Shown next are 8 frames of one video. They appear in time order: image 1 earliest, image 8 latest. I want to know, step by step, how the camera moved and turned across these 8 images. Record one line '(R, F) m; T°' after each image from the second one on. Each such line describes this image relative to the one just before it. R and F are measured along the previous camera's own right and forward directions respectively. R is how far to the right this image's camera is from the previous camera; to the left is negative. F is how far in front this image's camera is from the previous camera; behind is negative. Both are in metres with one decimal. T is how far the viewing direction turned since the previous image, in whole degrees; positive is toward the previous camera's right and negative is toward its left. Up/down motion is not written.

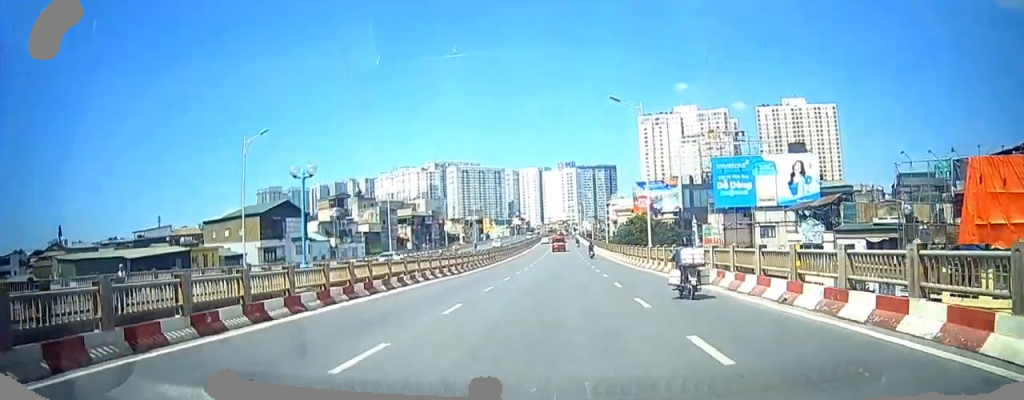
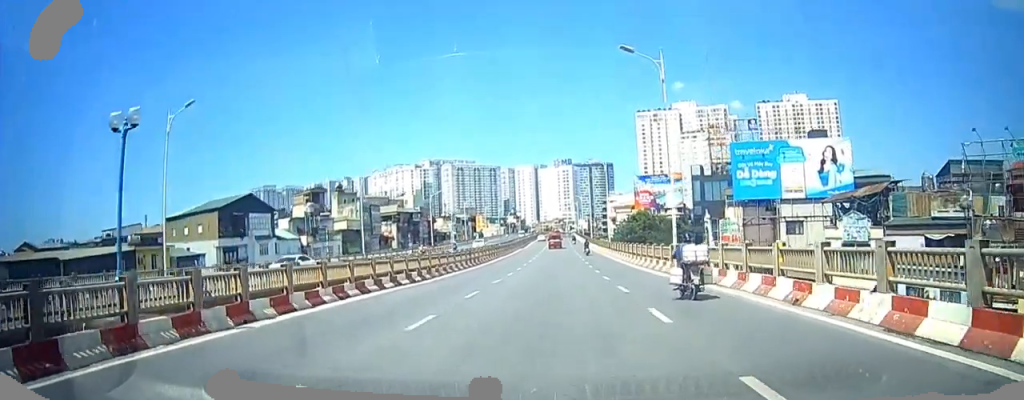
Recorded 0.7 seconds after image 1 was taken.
(0.0, +9.7) m; 0°
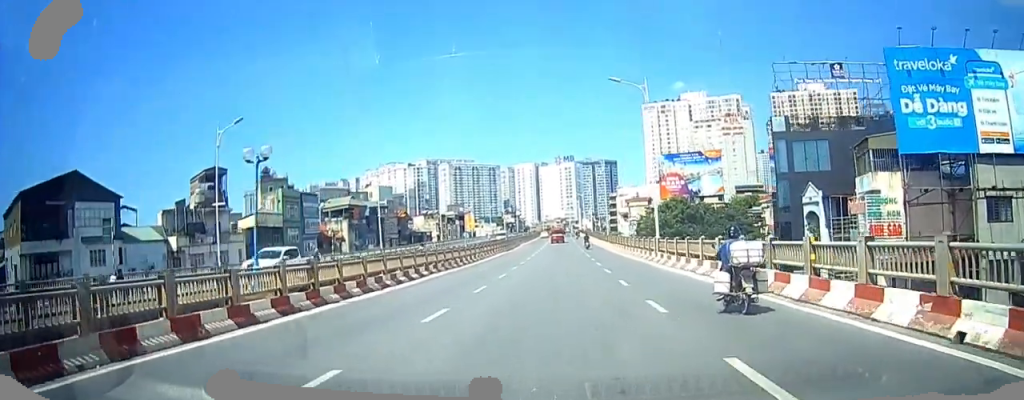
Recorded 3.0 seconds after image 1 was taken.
(-0.5, +32.3) m; 0°
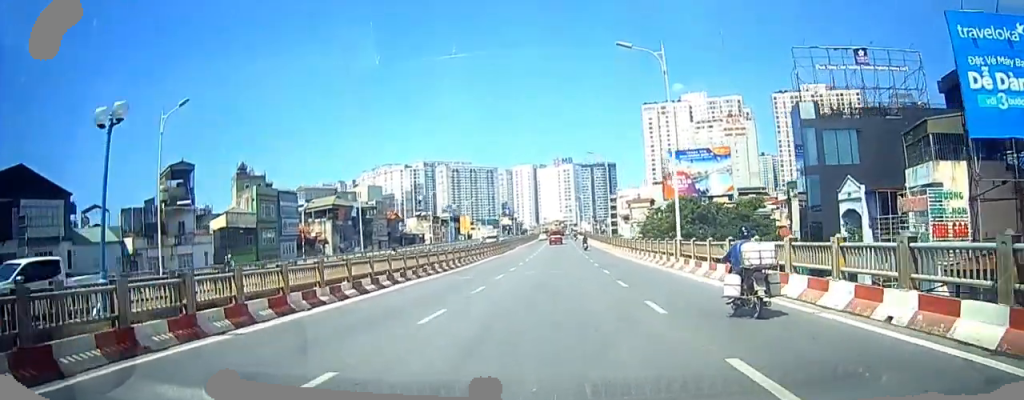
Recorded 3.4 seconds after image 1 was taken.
(-0.1, +7.2) m; +1°
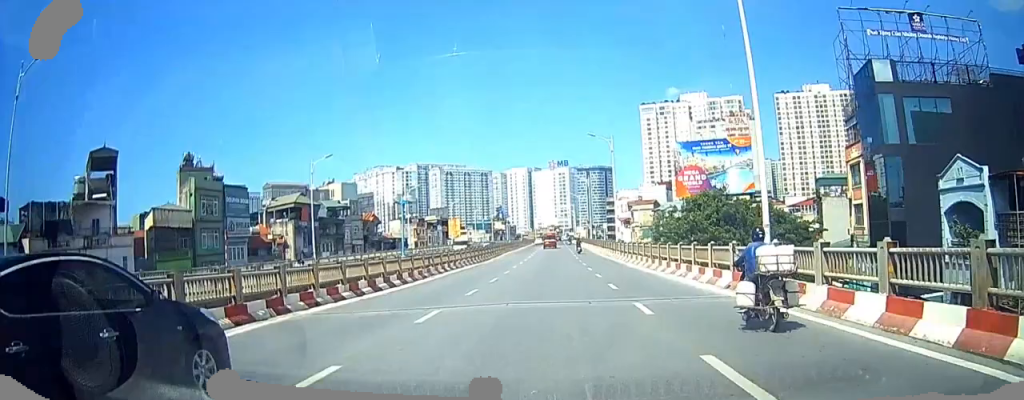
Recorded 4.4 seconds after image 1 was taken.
(+0.5, +13.4) m; +3°
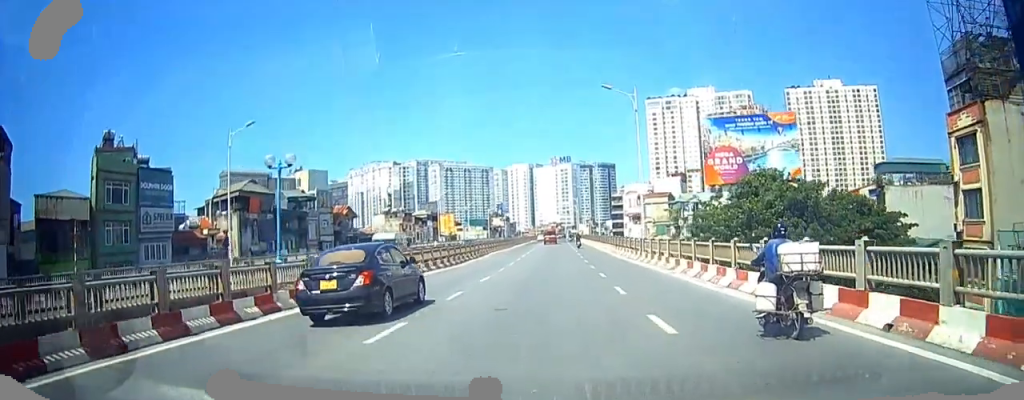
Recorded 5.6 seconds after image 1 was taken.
(+0.3, +16.7) m; -1°
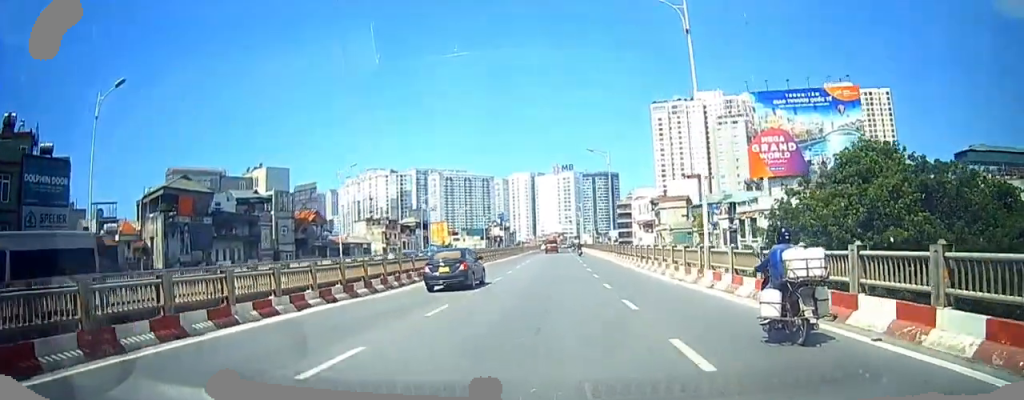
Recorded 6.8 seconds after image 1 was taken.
(-0.8, +16.1) m; -3°
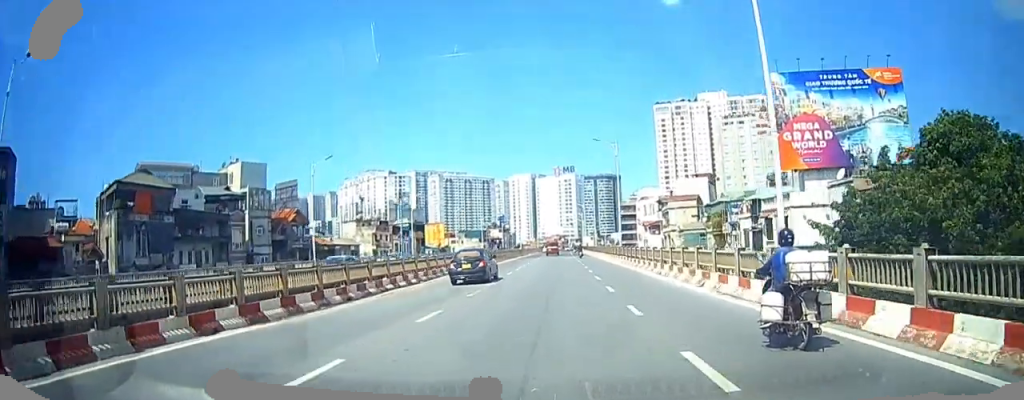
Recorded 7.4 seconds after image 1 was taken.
(-0.1, +7.4) m; 0°
